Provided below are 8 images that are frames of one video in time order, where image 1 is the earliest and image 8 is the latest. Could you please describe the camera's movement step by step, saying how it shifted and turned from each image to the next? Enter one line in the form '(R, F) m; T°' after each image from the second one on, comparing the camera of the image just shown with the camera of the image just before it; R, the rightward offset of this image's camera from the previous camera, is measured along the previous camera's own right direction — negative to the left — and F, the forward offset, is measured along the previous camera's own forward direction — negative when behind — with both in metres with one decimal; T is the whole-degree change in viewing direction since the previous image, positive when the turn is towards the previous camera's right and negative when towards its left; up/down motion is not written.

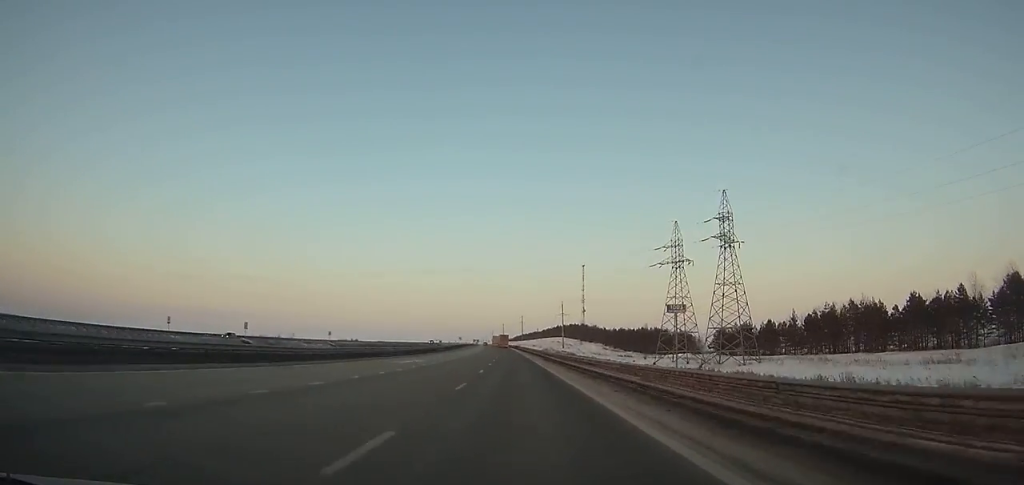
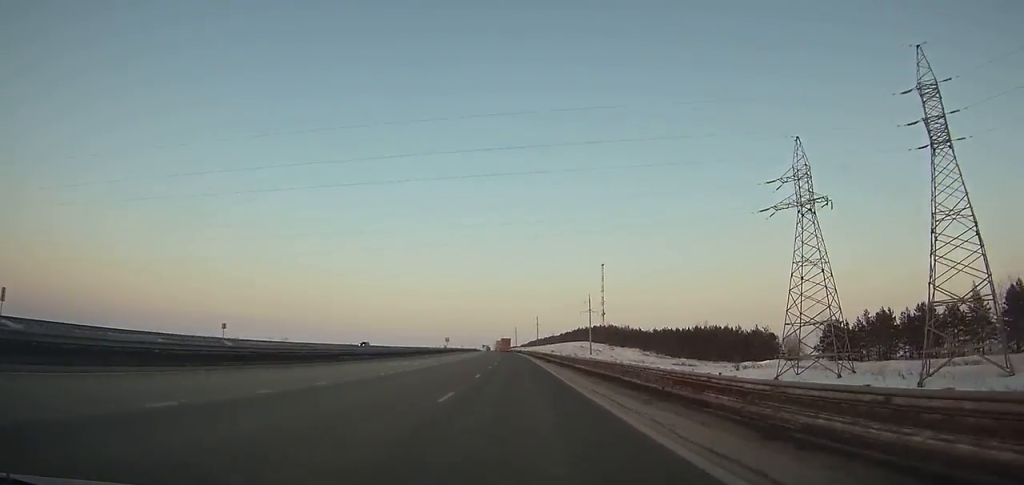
(-0.7, +60.6) m; -1°
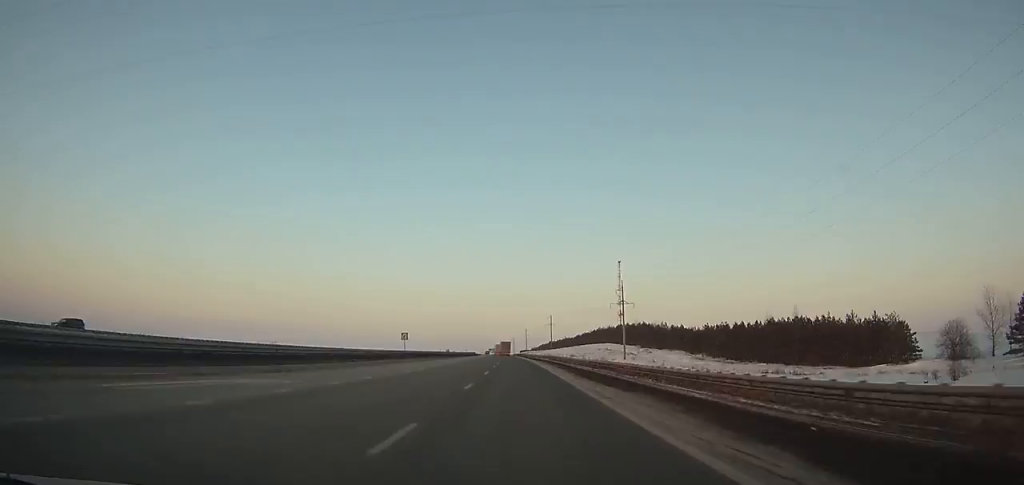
(-0.5, +52.0) m; -1°
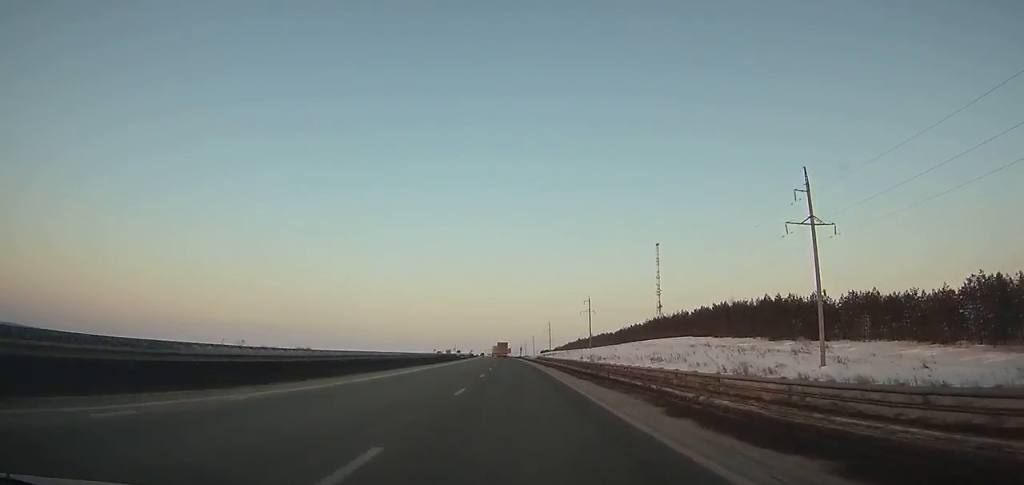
(-1.8, +105.1) m; -2°
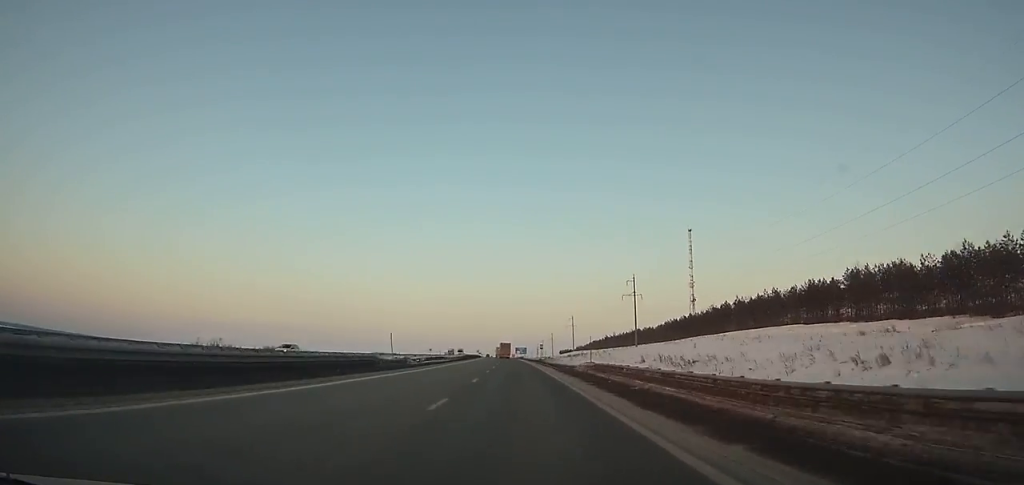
(-0.9, +64.1) m; -1°
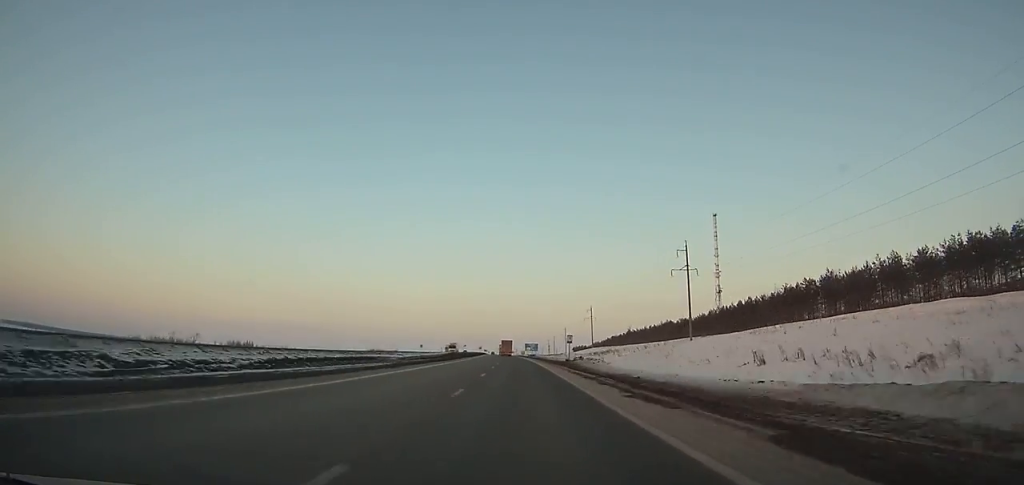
(-0.4, +46.3) m; -1°
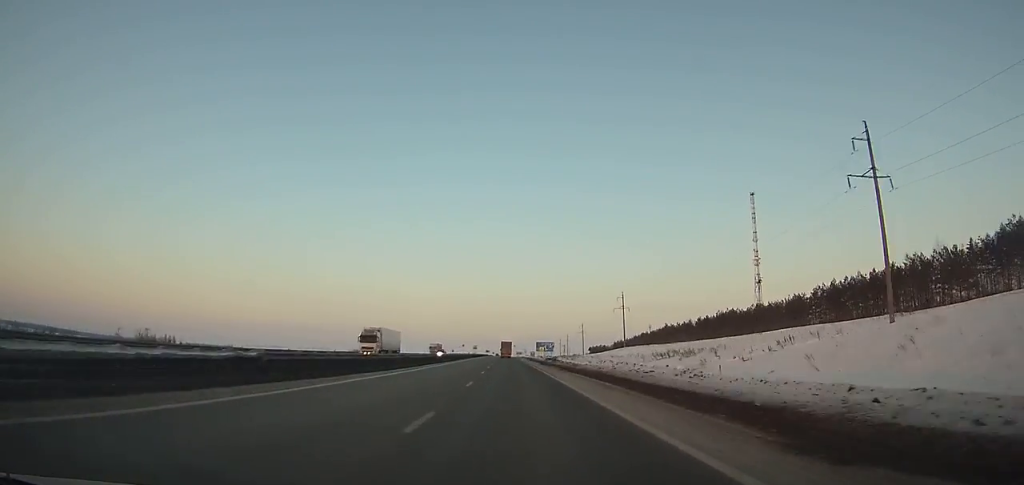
(-0.6, +69.1) m; -1°
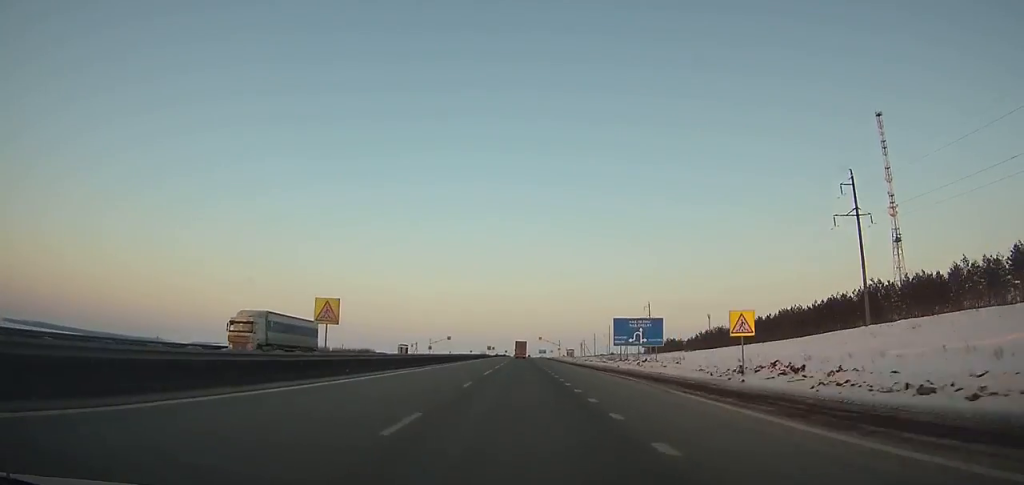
(-2.0, +148.0) m; -1°
